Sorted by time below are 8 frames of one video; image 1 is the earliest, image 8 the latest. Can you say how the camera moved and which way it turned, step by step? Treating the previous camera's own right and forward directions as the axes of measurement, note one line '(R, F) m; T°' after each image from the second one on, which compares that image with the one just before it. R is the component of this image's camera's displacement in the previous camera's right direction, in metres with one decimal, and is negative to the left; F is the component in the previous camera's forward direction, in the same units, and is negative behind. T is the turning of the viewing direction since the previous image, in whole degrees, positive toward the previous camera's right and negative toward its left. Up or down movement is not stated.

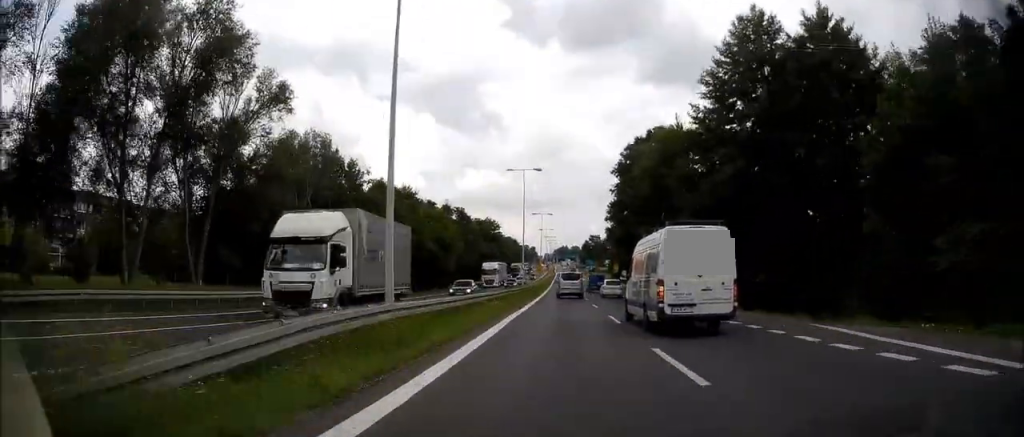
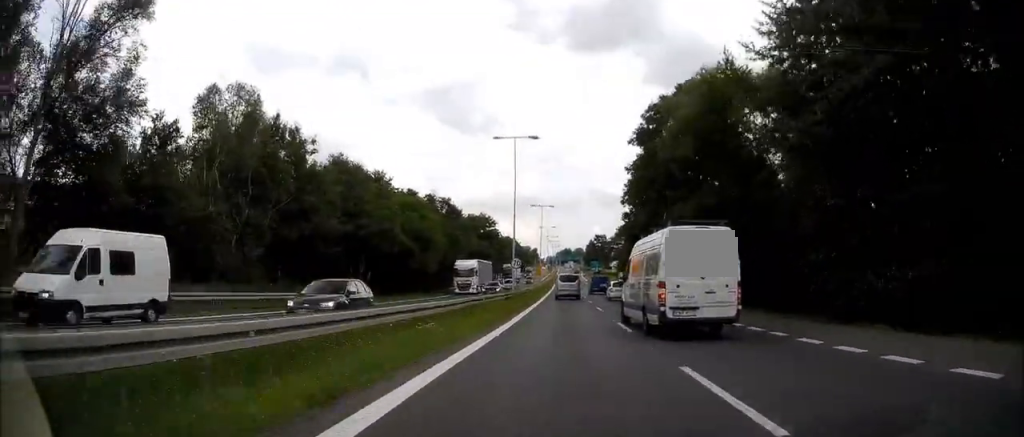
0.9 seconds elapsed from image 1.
(0.0, +14.2) m; 0°
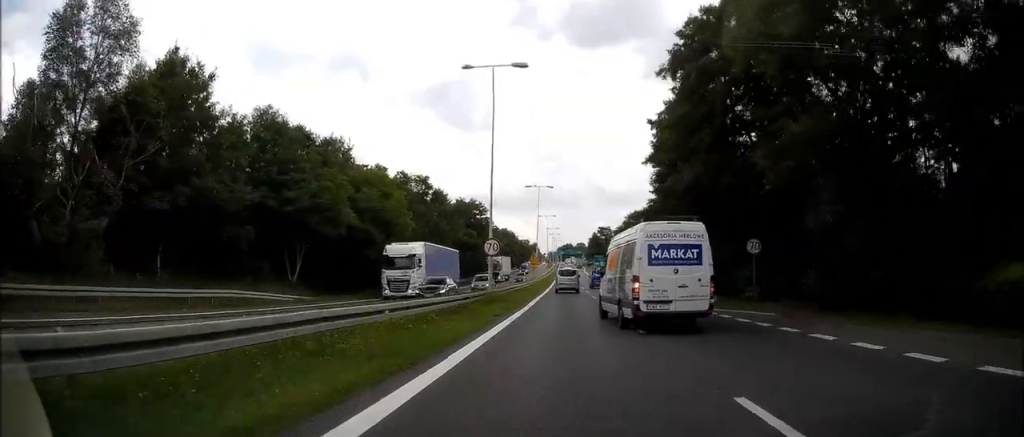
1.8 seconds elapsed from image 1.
(-0.1, +14.7) m; 0°
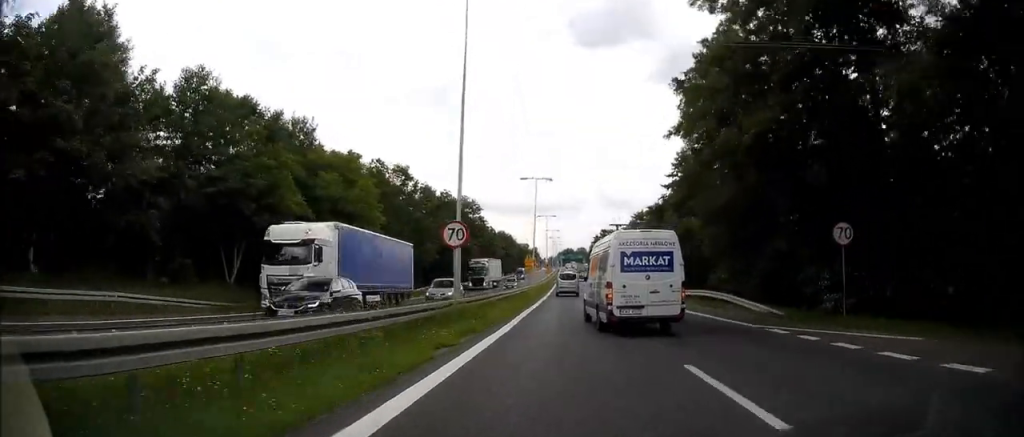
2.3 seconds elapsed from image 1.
(0.0, +9.3) m; 0°
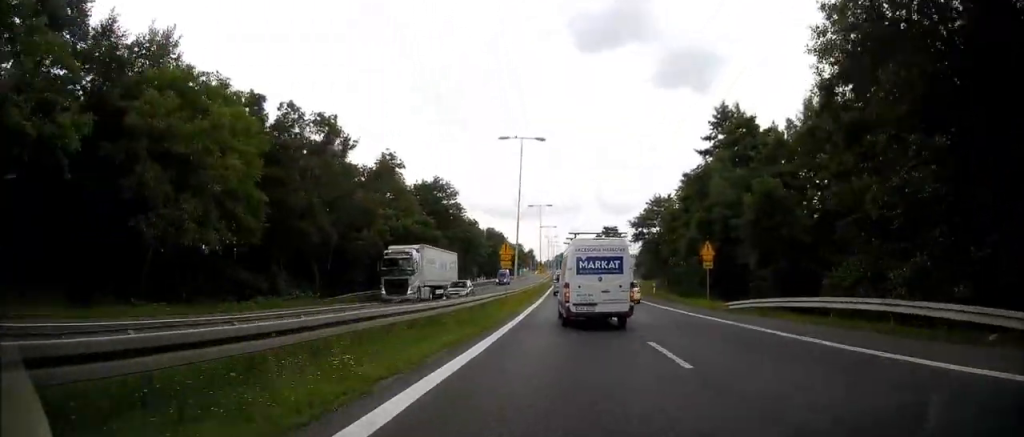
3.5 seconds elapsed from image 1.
(+0.1, +20.0) m; 0°
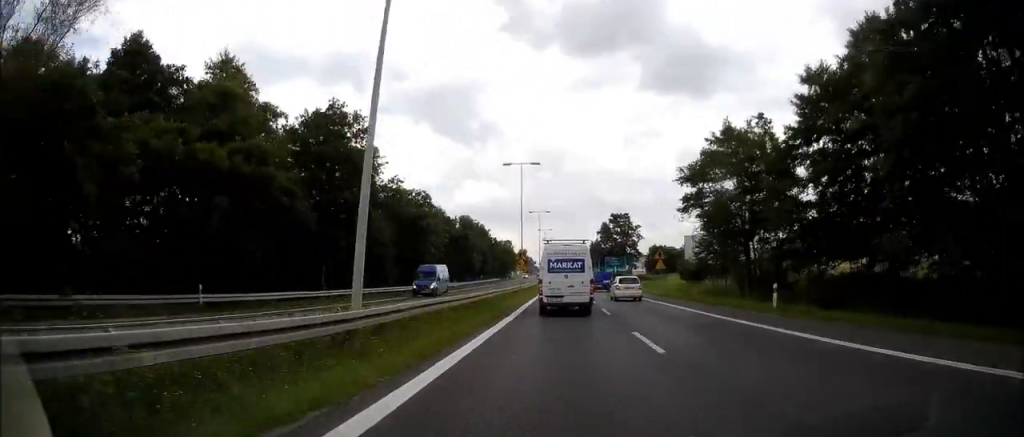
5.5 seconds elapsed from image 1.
(+0.1, +34.4) m; 0°
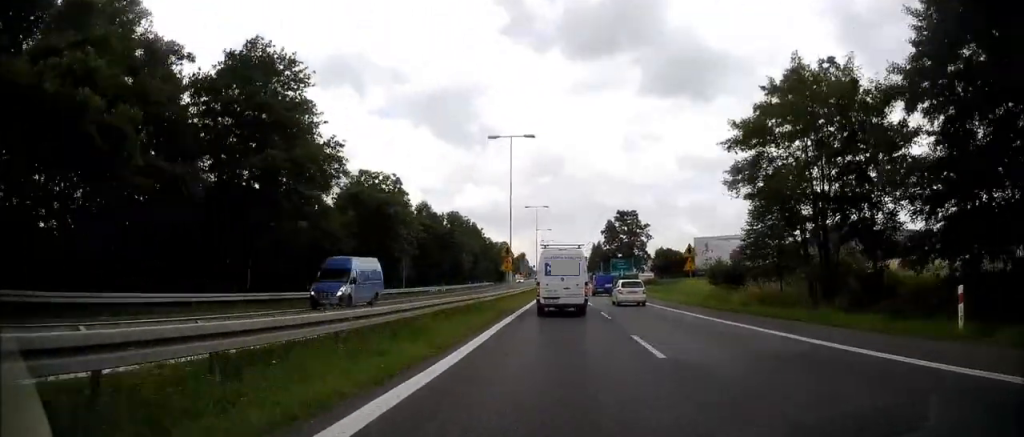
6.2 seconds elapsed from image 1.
(-0.1, +12.4) m; 0°
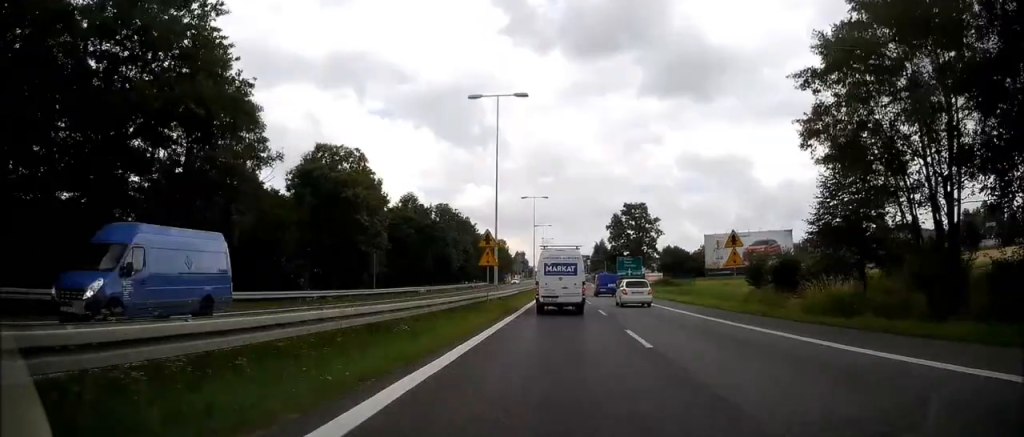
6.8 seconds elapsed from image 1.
(0.0, +10.1) m; 0°
